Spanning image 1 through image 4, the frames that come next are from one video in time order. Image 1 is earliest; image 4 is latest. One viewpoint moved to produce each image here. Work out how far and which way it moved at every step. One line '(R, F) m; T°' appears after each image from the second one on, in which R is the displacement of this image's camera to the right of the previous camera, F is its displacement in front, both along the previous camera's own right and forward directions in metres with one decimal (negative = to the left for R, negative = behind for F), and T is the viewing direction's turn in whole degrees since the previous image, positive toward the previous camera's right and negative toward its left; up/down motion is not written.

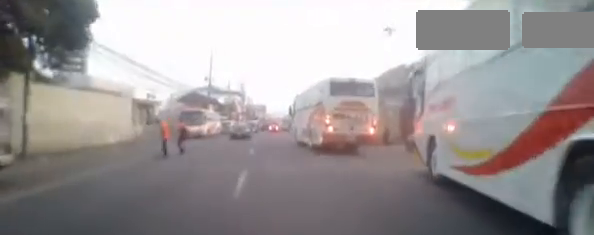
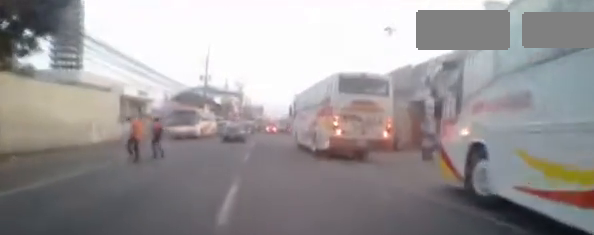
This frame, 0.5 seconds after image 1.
(-0.1, +2.6) m; +4°
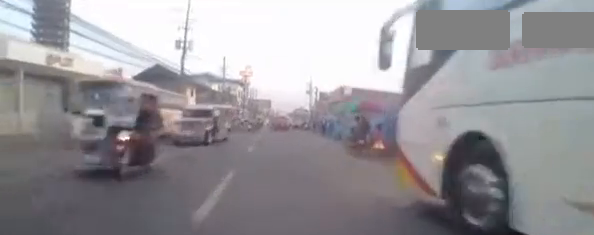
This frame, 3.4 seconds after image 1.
(+1.5, +20.2) m; +3°
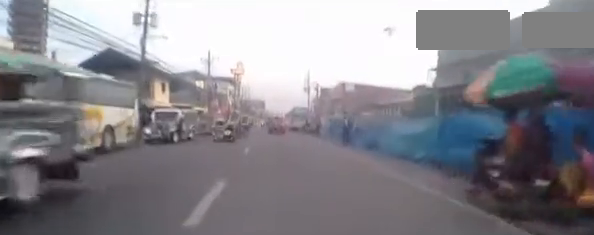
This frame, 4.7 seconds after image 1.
(0.0, +10.6) m; +2°
